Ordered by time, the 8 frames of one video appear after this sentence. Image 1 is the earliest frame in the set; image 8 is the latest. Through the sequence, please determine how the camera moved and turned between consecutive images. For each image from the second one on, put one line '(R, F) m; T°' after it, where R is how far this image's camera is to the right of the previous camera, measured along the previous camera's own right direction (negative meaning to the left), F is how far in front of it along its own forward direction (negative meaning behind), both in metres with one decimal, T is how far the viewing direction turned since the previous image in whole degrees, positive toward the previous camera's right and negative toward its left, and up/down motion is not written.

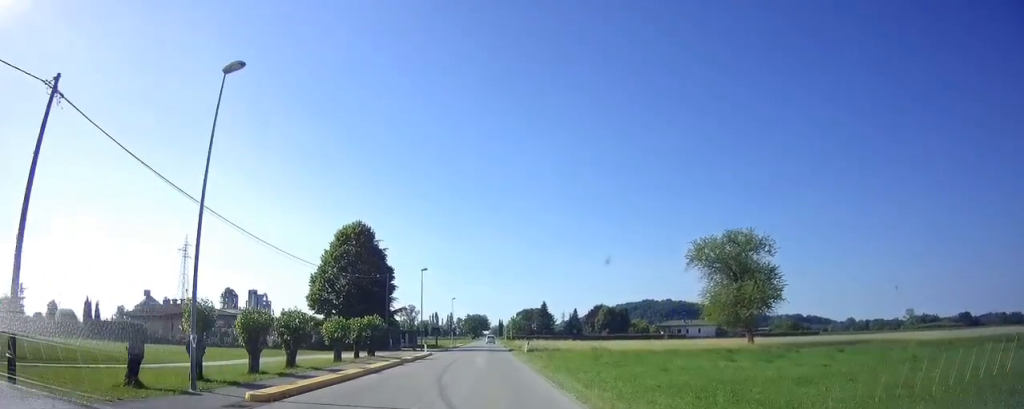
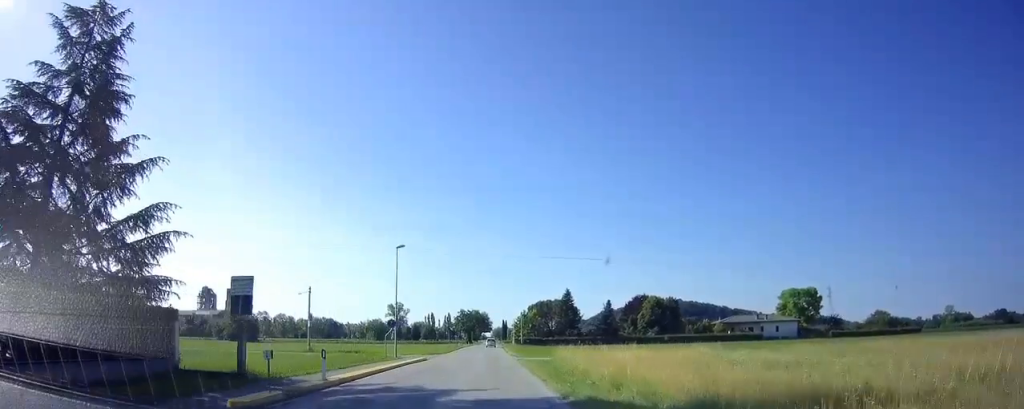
(-0.3, +56.5) m; 0°
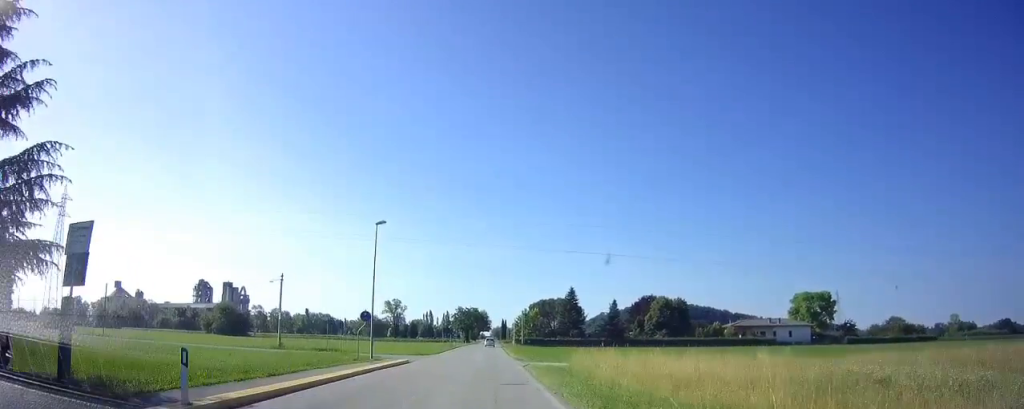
(0.0, +7.4) m; 0°
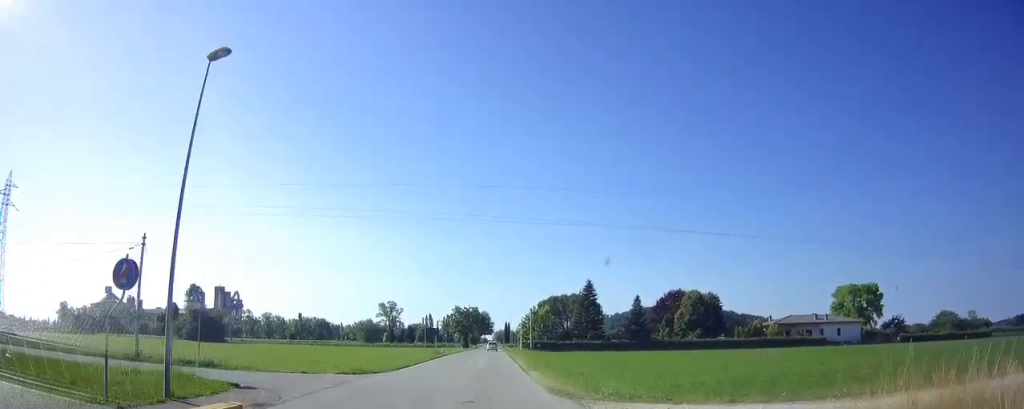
(0.0, +20.5) m; 0°
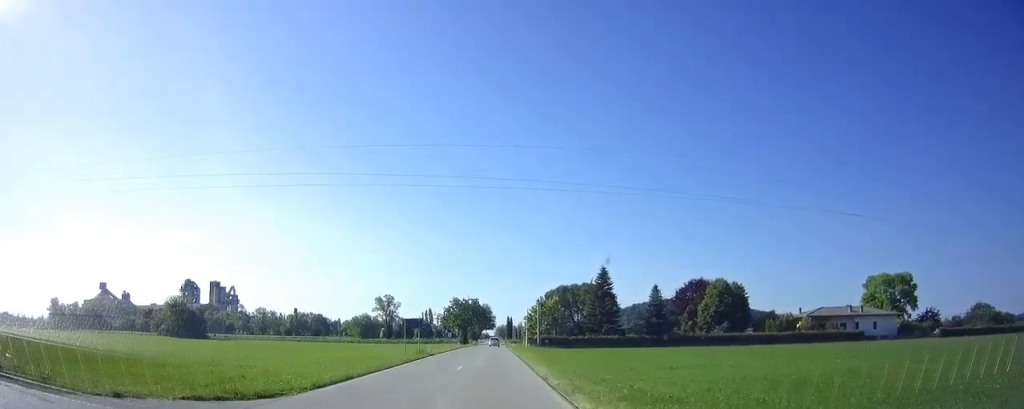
(+0.1, +13.1) m; 0°
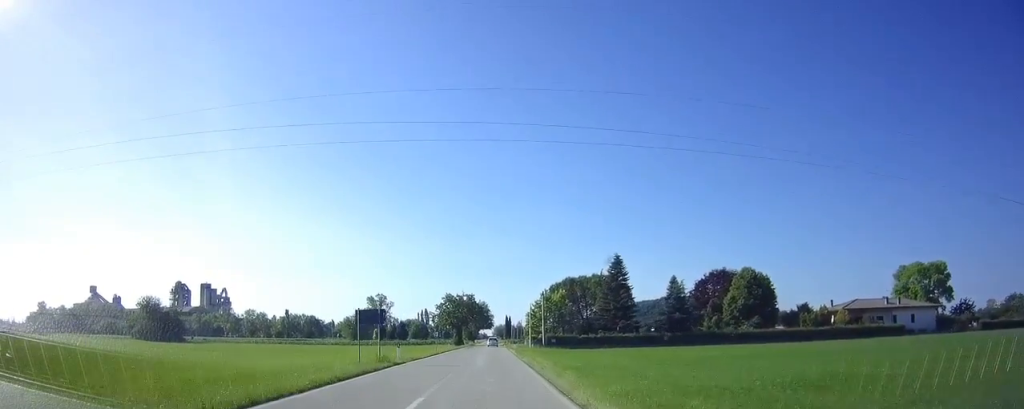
(0.0, +11.8) m; 0°
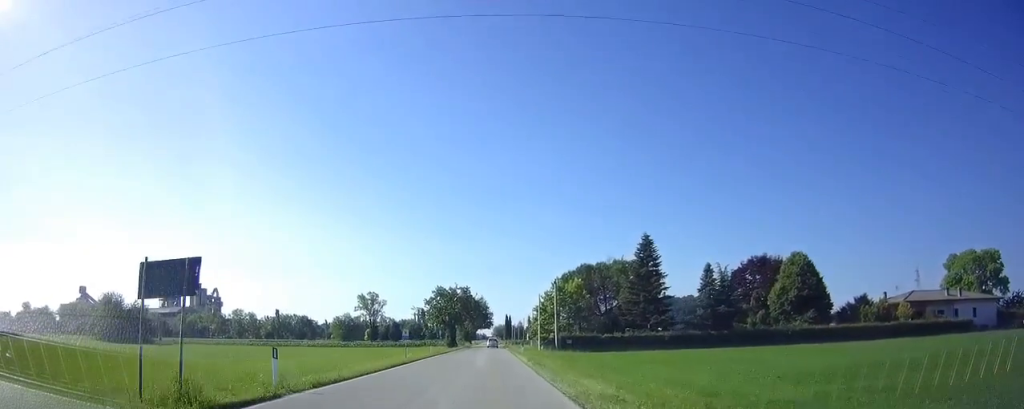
(-0.1, +16.2) m; 0°
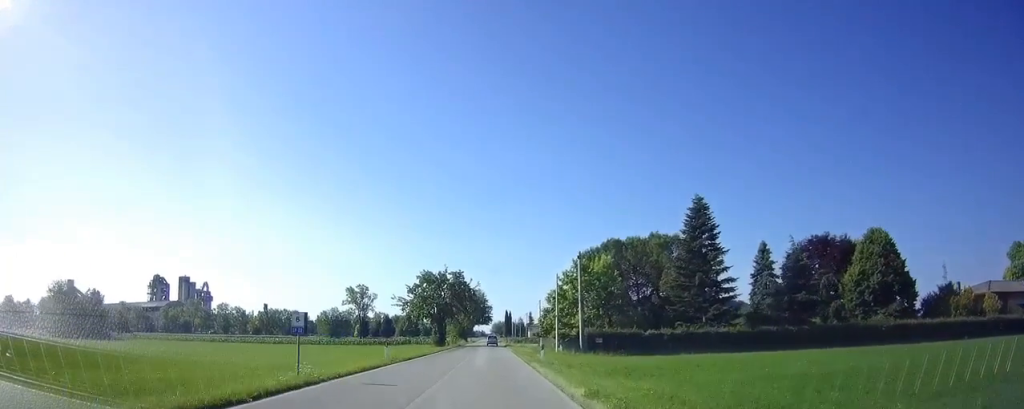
(+0.2, +18.2) m; +1°
